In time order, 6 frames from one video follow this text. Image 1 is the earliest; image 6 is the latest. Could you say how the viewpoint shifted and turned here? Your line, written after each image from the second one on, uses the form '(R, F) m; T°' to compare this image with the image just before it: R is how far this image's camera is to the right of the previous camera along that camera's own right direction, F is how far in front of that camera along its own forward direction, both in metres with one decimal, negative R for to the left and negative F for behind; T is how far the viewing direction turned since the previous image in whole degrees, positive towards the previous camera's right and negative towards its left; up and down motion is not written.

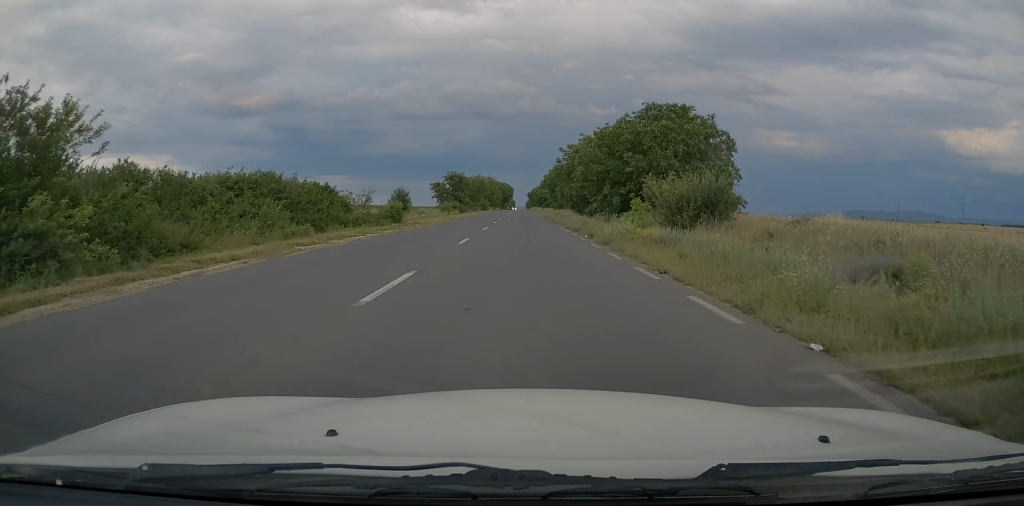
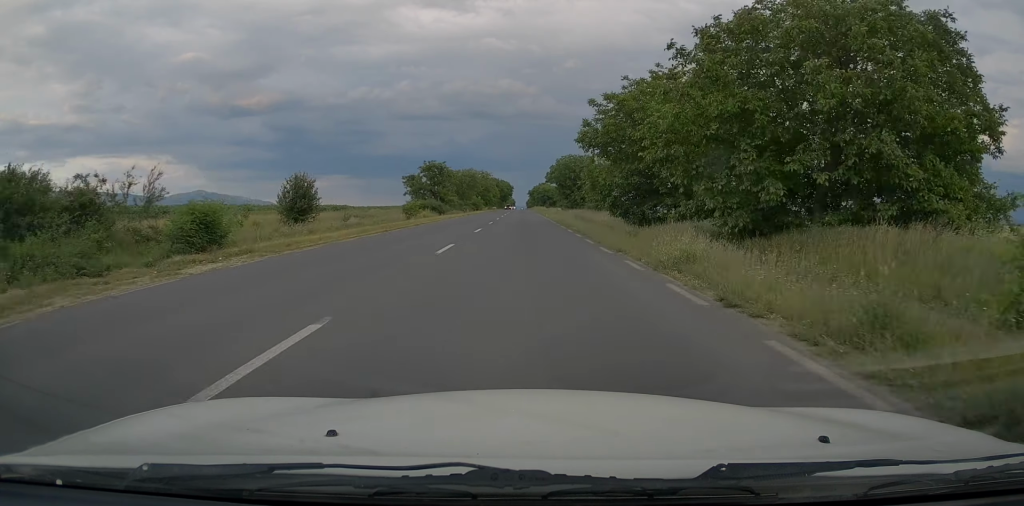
(+0.1, +26.9) m; 0°
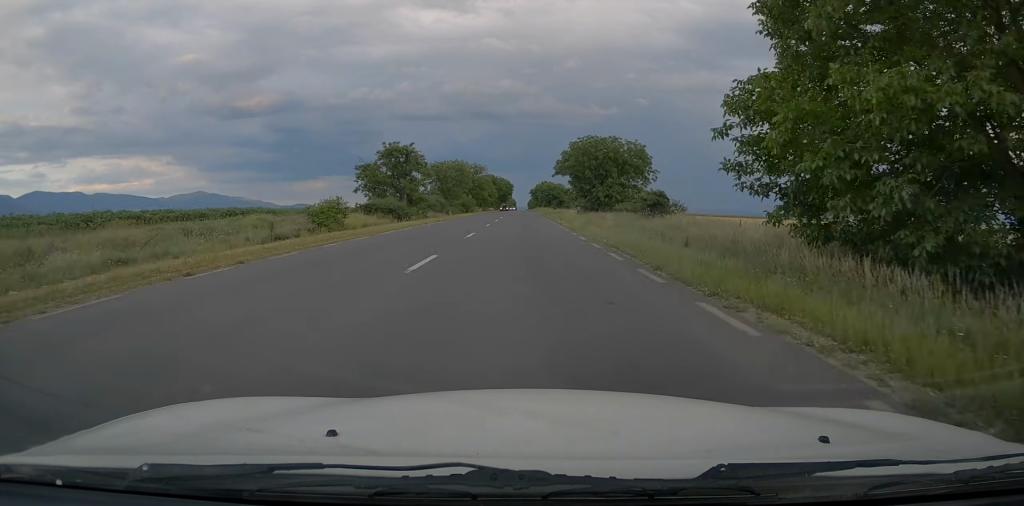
(0.0, +25.8) m; 0°
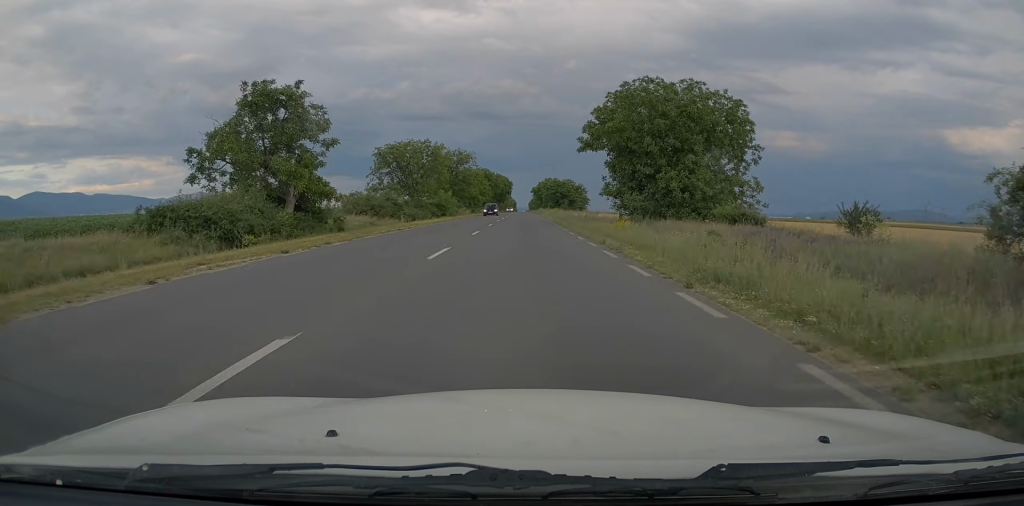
(+0.1, +31.1) m; 0°
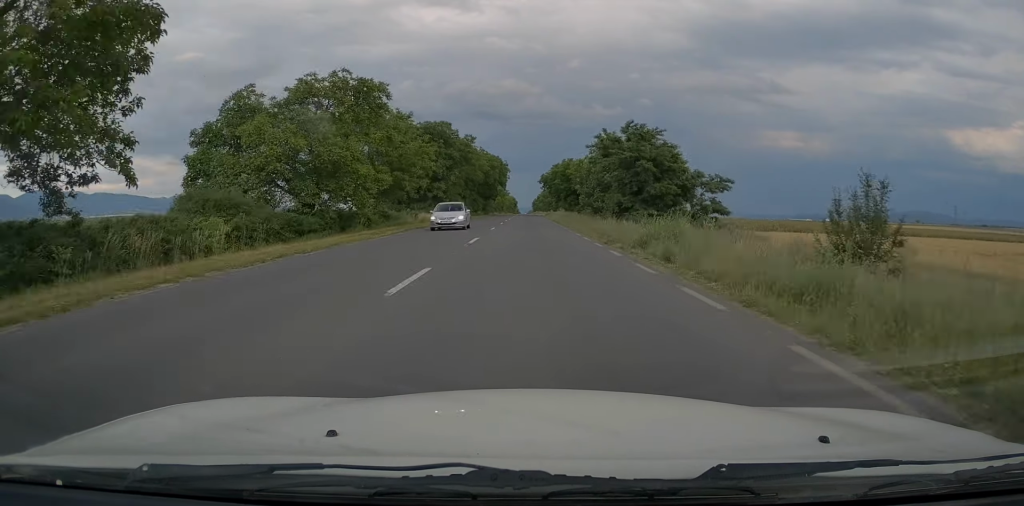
(-0.7, +83.3) m; 0°
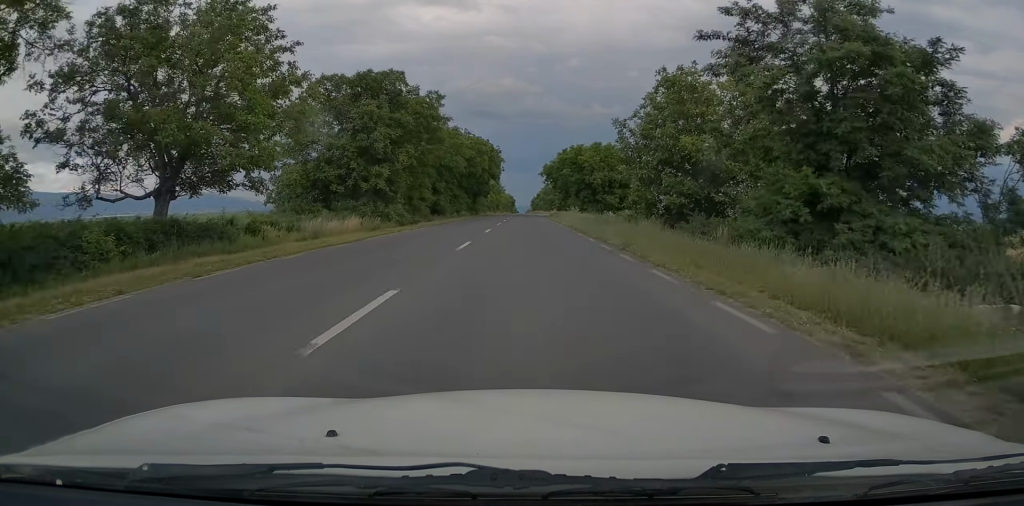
(-0.1, +25.6) m; 0°
